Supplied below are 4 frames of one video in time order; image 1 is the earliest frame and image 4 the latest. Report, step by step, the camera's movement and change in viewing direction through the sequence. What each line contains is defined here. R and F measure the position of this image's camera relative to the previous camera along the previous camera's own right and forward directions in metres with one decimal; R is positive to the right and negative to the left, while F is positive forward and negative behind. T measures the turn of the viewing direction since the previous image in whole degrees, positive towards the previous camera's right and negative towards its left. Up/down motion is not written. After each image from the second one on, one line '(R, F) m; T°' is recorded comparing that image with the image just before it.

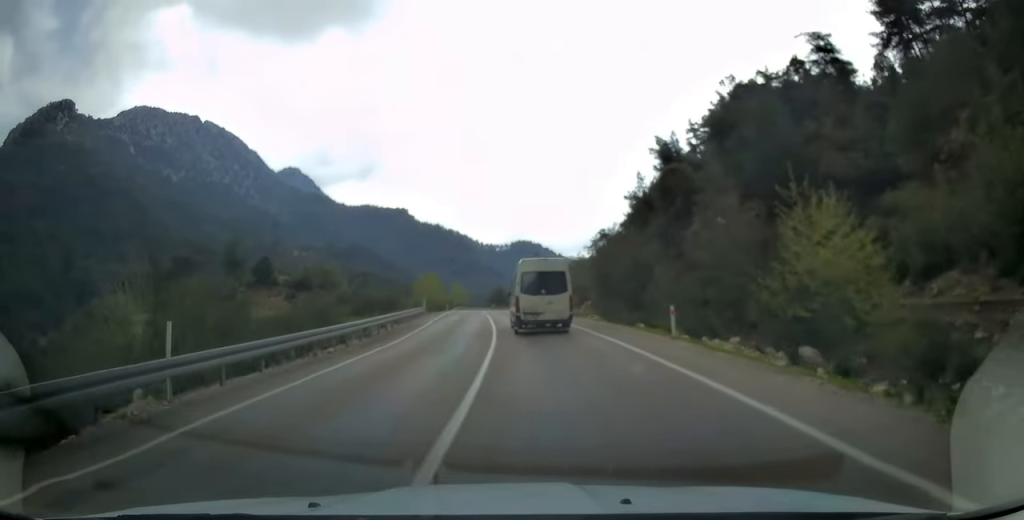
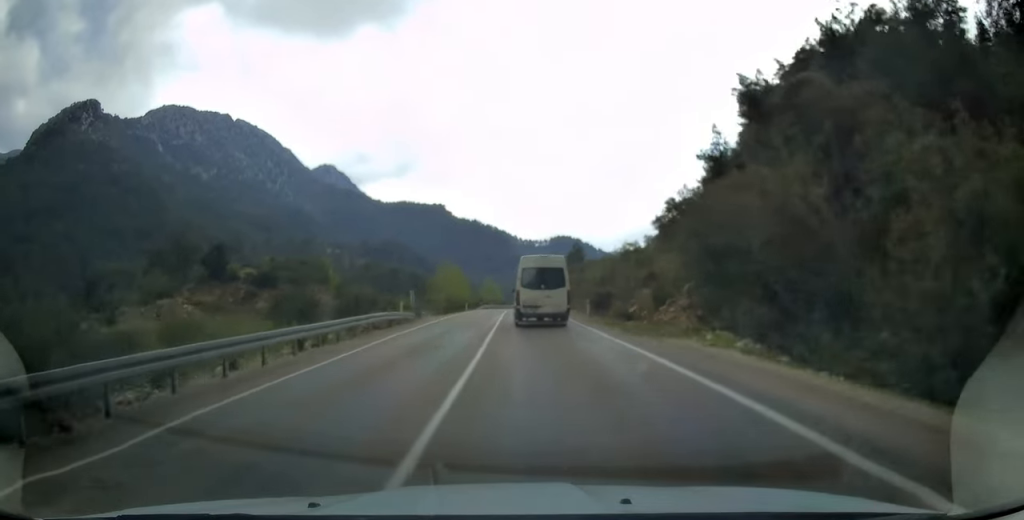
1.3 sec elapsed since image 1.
(-0.5, +19.8) m; -3°
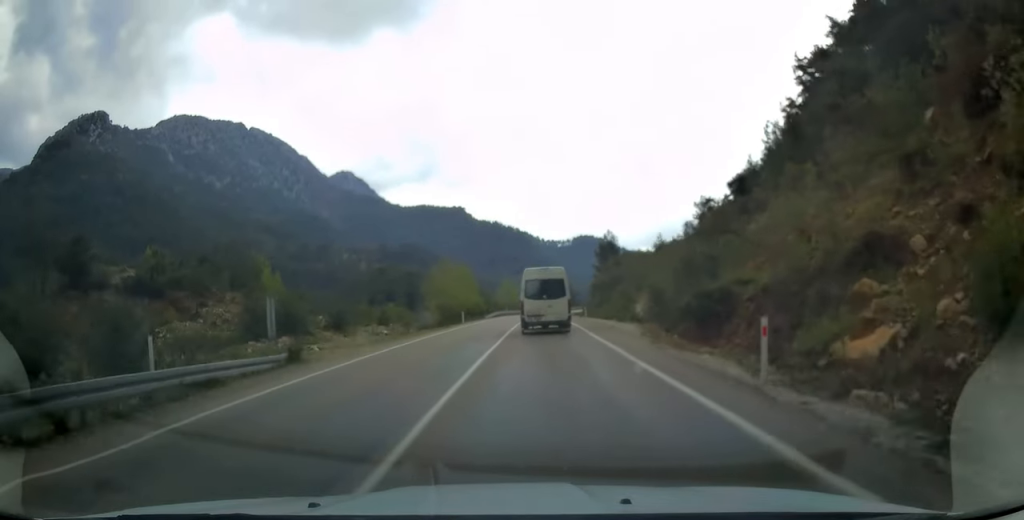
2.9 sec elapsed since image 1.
(-0.8, +22.7) m; -3°
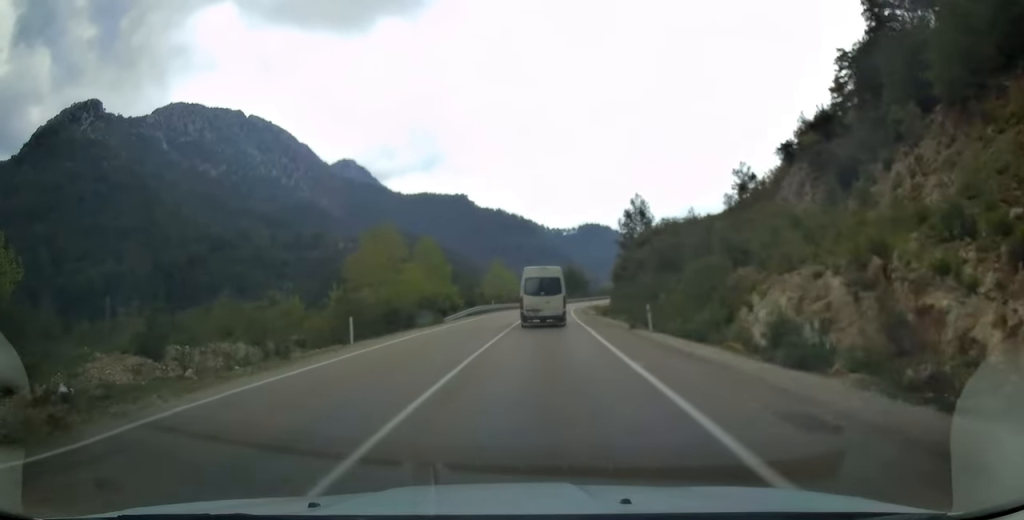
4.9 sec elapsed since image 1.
(-0.2, +30.6) m; -1°
